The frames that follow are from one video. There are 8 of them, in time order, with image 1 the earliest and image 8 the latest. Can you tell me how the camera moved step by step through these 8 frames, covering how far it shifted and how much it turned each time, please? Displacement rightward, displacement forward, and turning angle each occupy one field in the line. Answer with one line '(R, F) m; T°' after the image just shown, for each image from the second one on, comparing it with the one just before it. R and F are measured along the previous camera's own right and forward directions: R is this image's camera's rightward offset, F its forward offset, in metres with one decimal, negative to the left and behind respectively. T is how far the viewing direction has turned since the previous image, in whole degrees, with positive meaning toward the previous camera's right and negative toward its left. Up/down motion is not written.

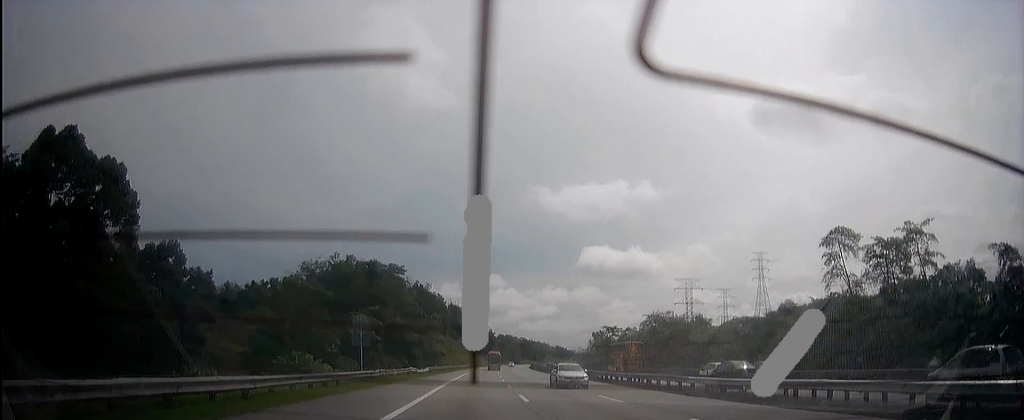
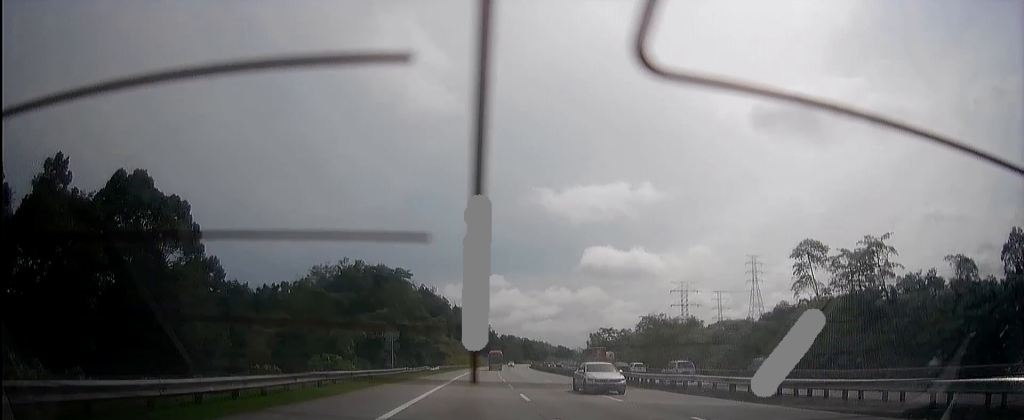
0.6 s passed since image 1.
(0.0, +12.0) m; 0°
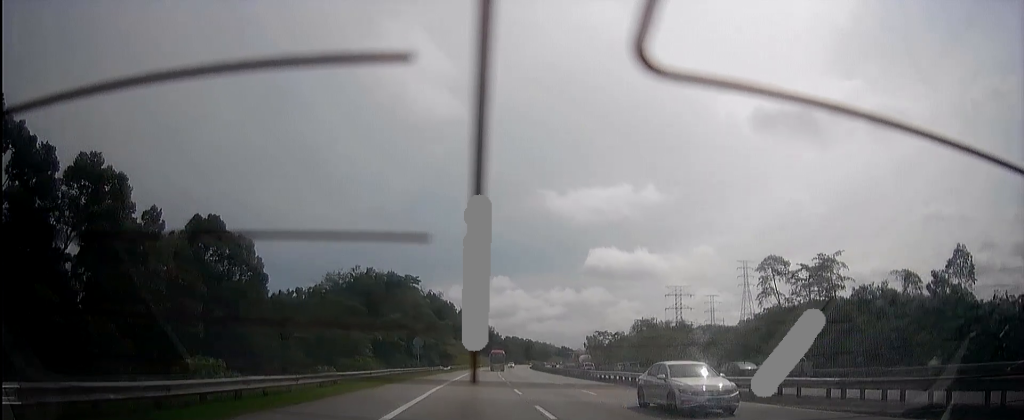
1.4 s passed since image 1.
(+0.1, +17.0) m; 0°
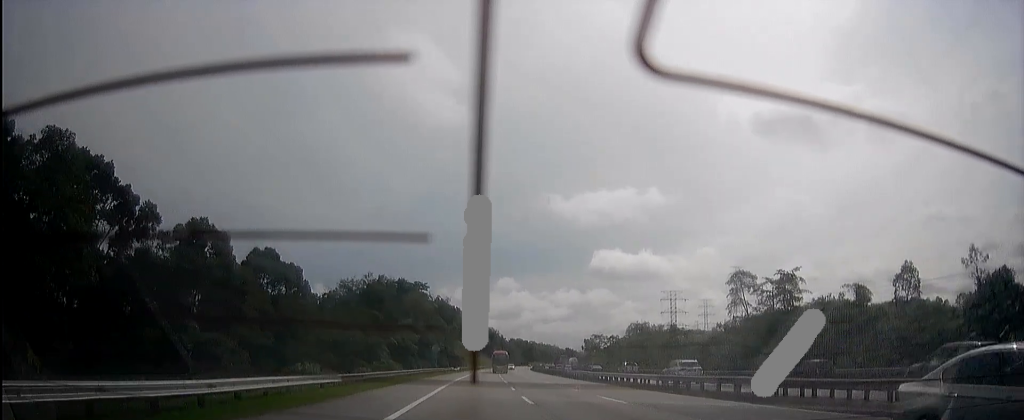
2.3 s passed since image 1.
(0.0, +17.1) m; 0°
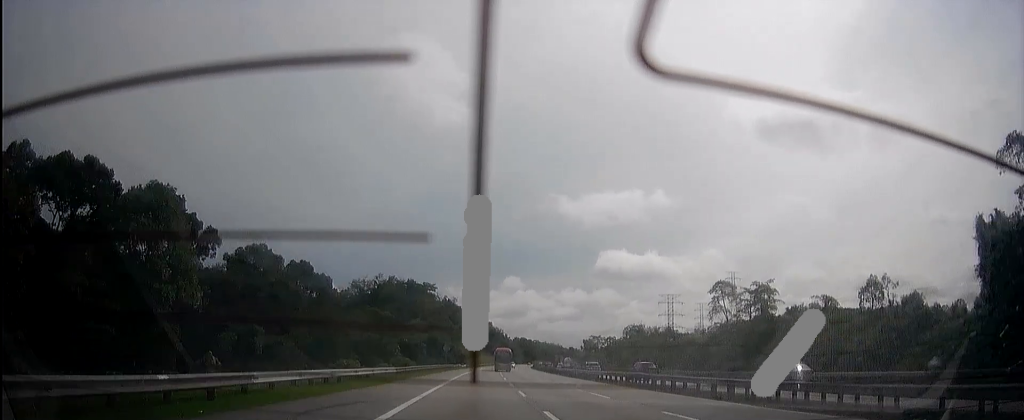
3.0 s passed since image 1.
(+0.1, +14.6) m; 0°
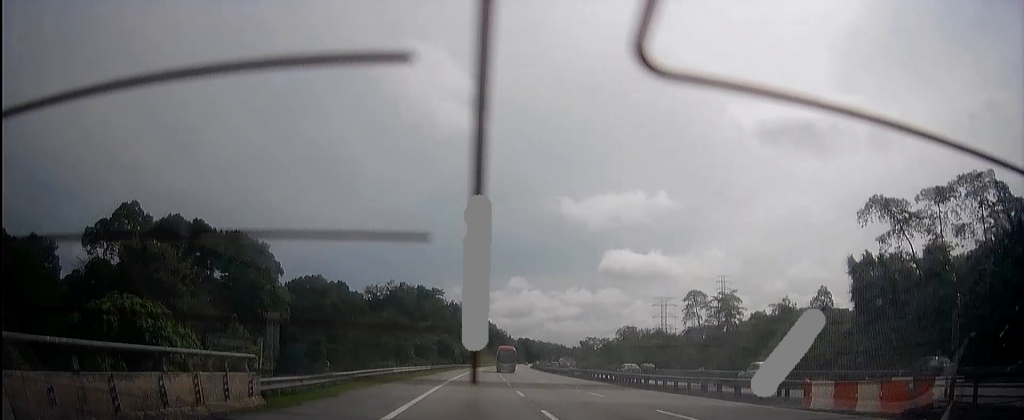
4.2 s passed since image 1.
(+0.1, +23.5) m; 0°
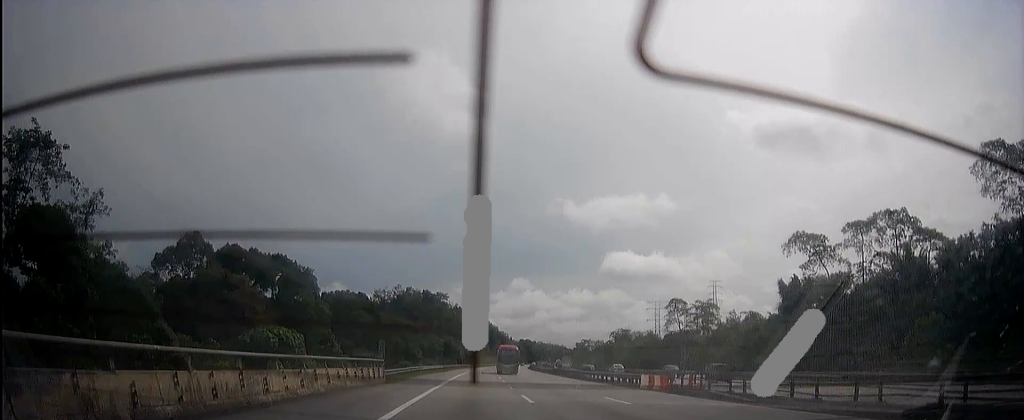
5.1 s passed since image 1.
(0.0, +18.6) m; 0°
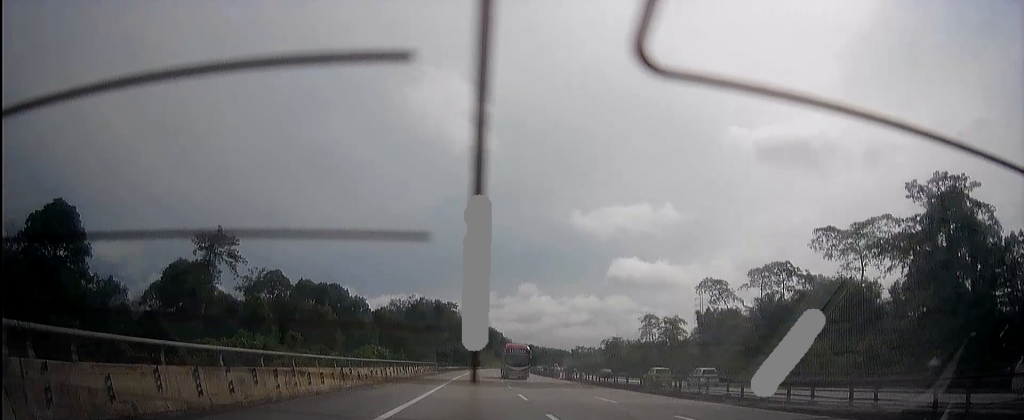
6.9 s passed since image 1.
(+0.3, +36.7) m; +1°
